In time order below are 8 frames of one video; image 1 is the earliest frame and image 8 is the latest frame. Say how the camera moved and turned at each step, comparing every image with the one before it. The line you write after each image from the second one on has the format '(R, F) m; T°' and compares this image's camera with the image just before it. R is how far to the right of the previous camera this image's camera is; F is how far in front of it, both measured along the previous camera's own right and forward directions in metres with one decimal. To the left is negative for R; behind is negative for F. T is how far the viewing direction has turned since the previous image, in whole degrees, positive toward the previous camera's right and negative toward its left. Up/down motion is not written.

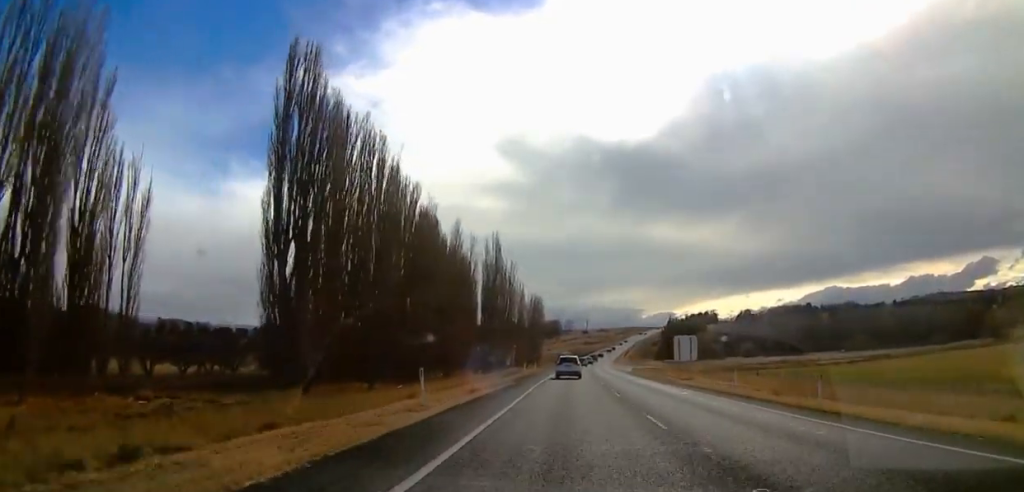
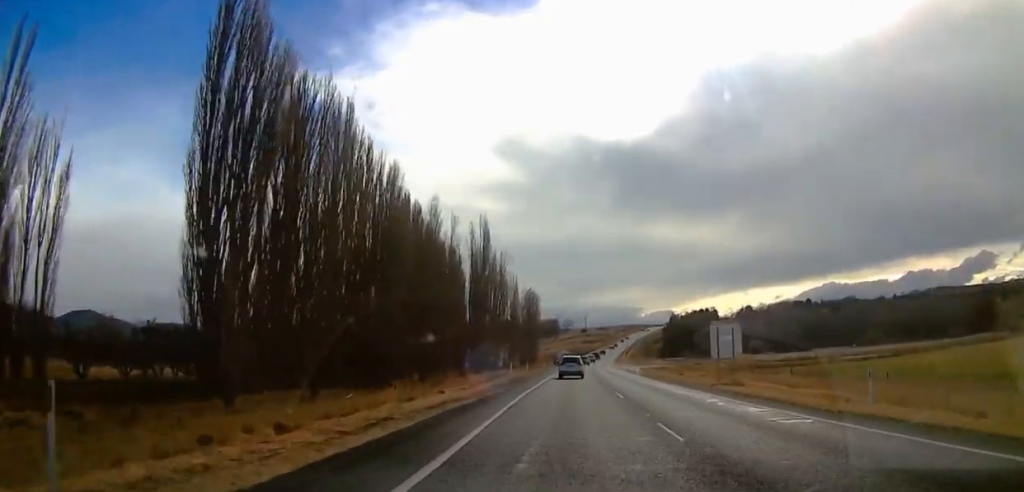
(0.0, +14.3) m; 0°
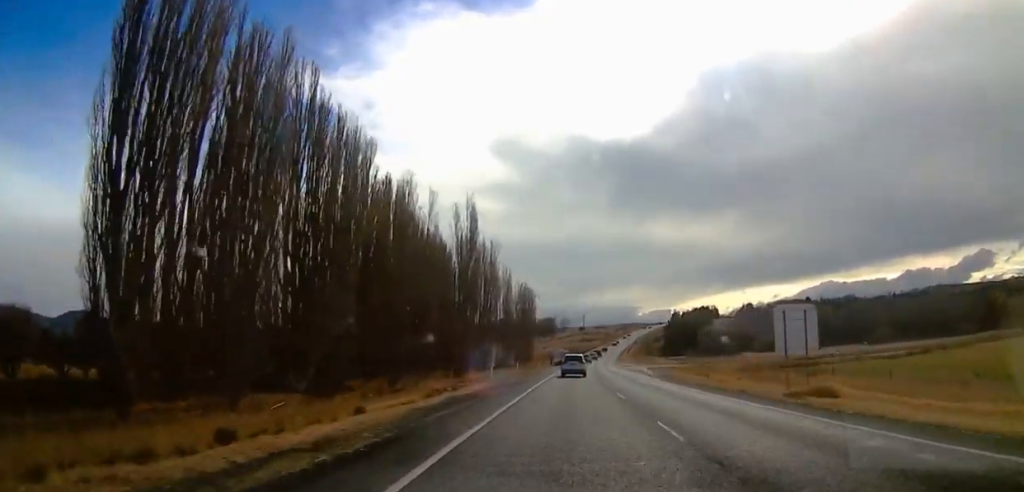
(0.0, +11.7) m; 0°
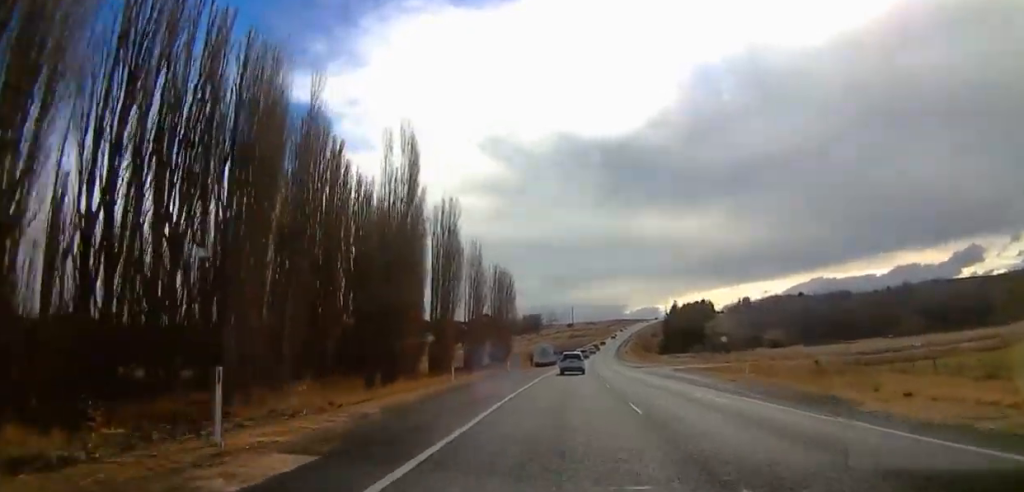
(0.0, +32.3) m; 0°
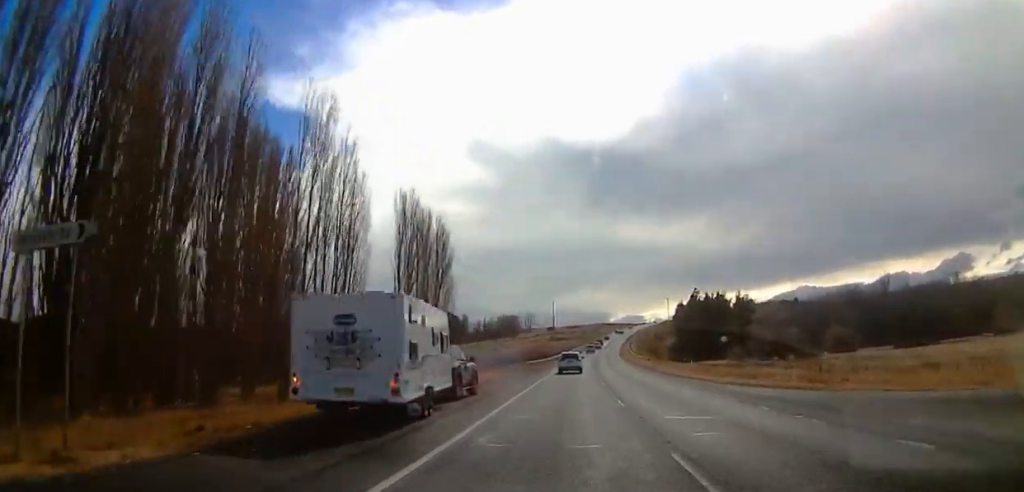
(0.0, +71.6) m; 0°
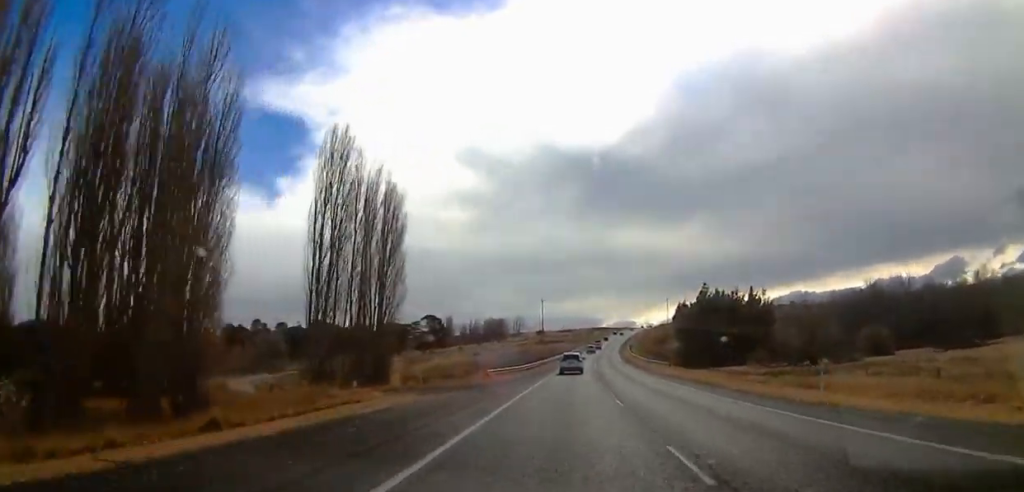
(0.0, +24.1) m; 0°
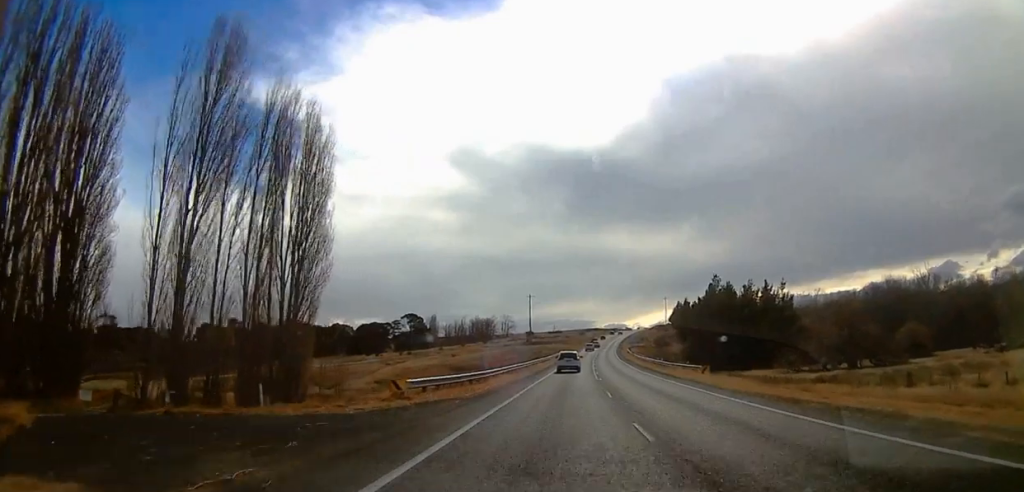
(0.0, +20.5) m; 0°
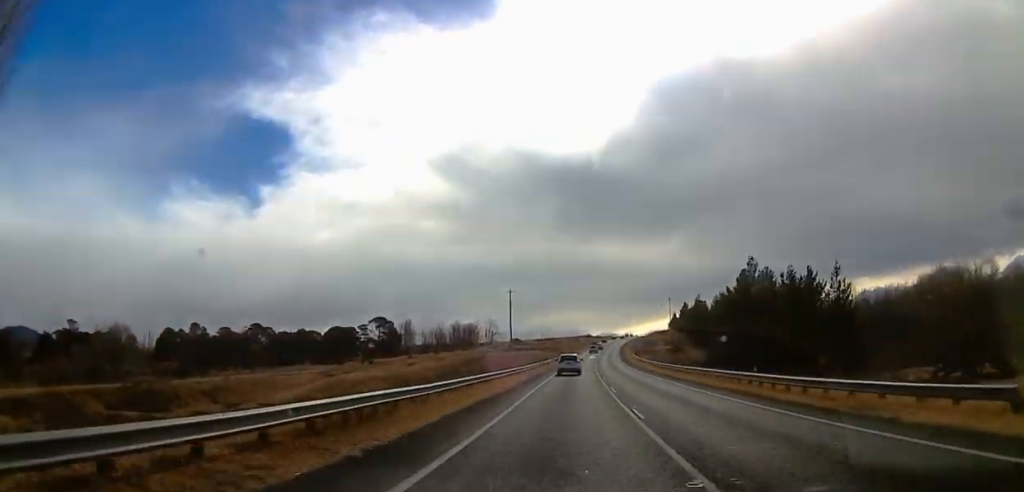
(0.0, +33.7) m; 0°
